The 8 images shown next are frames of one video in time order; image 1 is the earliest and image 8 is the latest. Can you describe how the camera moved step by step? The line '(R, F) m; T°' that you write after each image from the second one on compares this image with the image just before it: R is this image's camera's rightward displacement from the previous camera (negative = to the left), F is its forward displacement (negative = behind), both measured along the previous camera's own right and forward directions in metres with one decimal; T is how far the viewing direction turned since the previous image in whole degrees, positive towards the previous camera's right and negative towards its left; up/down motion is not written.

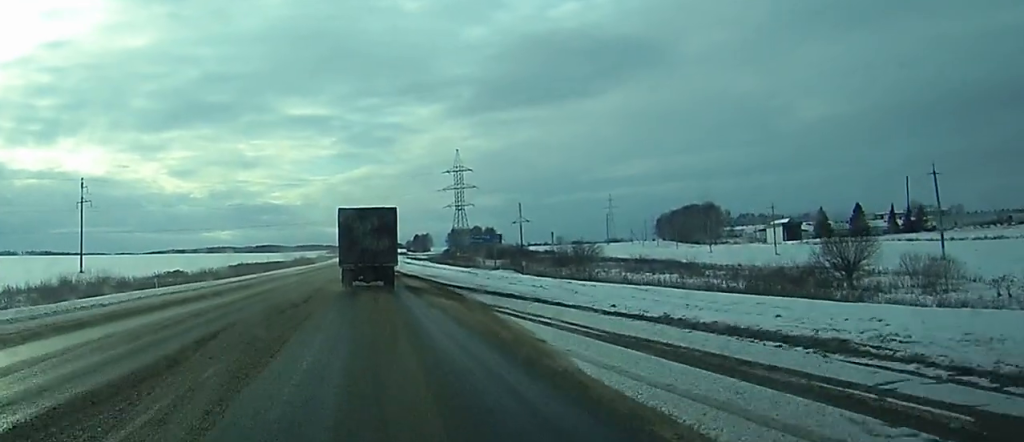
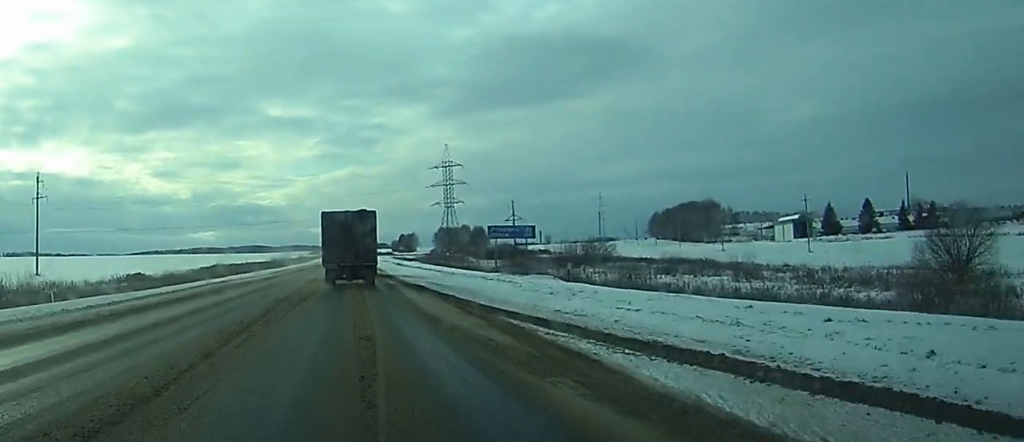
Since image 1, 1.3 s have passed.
(-0.1, +14.3) m; 0°
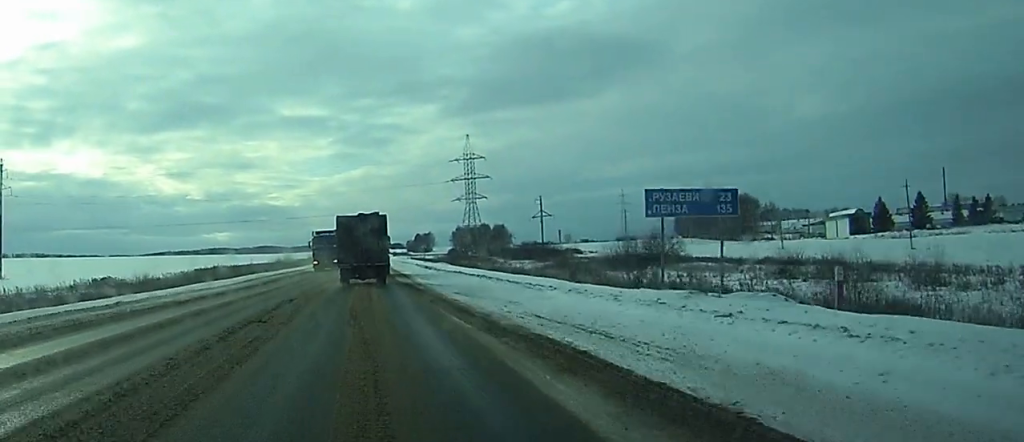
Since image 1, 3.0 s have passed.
(+0.2, +21.8) m; +1°
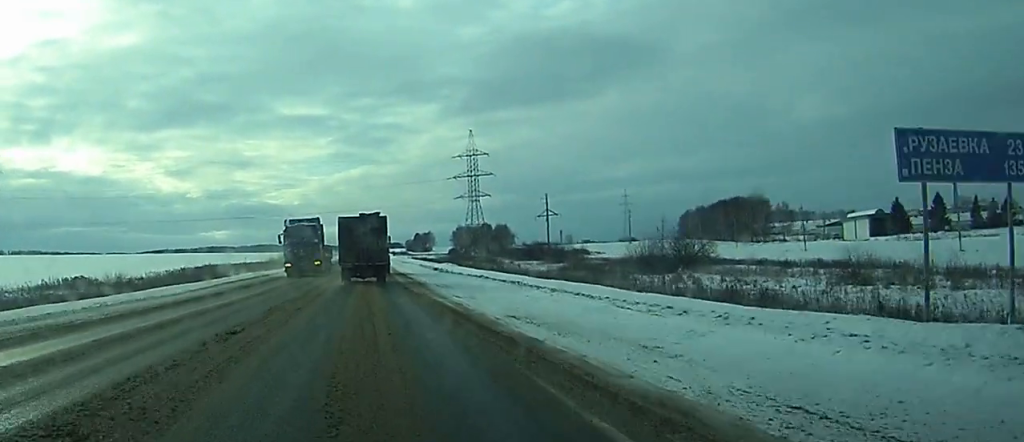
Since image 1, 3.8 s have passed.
(0.0, +10.2) m; 0°
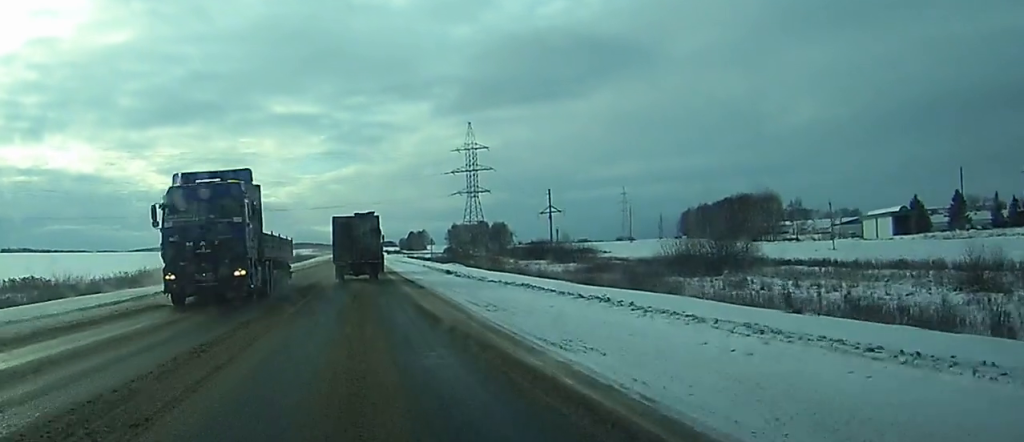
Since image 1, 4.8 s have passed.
(-0.1, +13.2) m; 0°
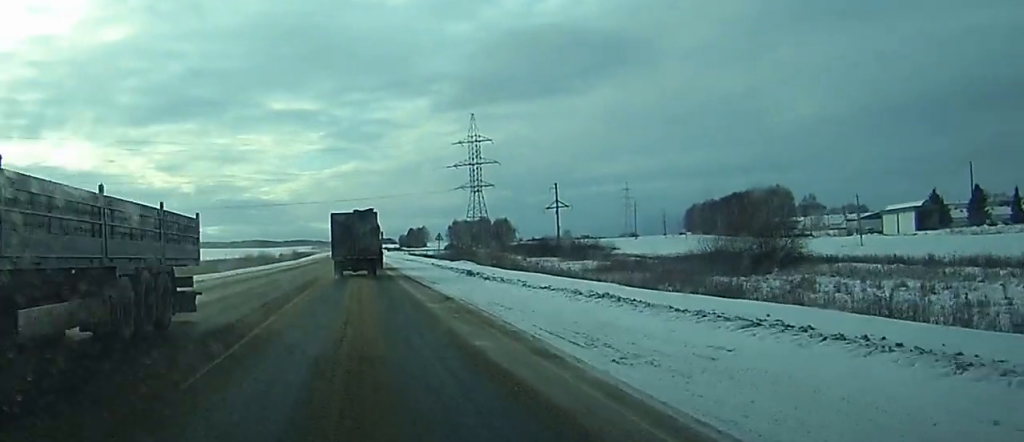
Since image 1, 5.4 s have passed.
(+0.1, +9.3) m; 0°
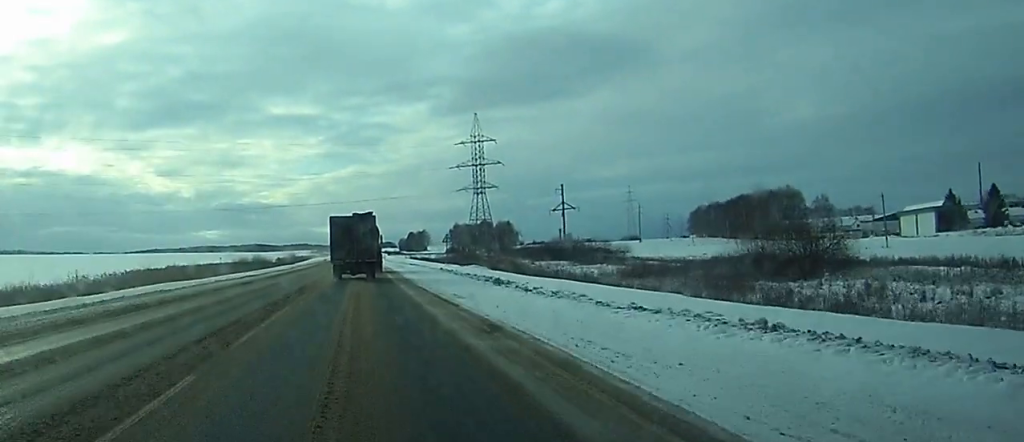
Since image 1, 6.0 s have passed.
(0.0, +7.6) m; 0°
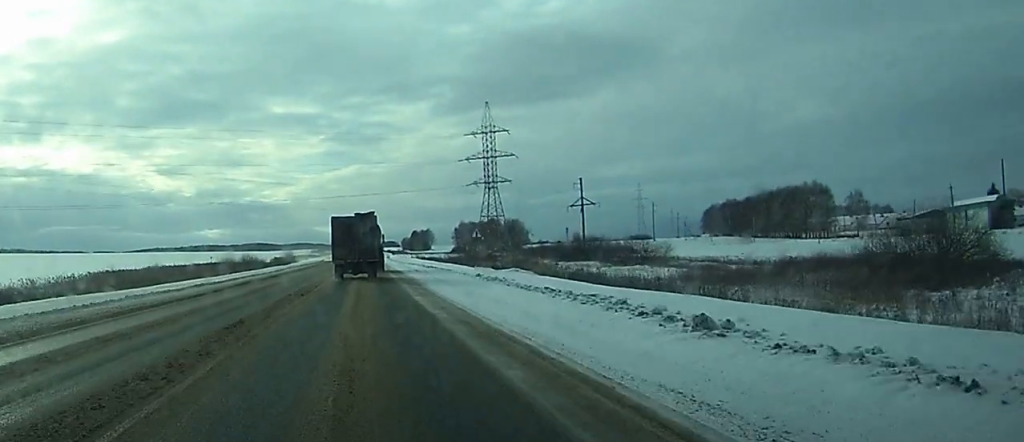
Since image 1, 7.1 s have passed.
(-0.1, +17.0) m; -1°
